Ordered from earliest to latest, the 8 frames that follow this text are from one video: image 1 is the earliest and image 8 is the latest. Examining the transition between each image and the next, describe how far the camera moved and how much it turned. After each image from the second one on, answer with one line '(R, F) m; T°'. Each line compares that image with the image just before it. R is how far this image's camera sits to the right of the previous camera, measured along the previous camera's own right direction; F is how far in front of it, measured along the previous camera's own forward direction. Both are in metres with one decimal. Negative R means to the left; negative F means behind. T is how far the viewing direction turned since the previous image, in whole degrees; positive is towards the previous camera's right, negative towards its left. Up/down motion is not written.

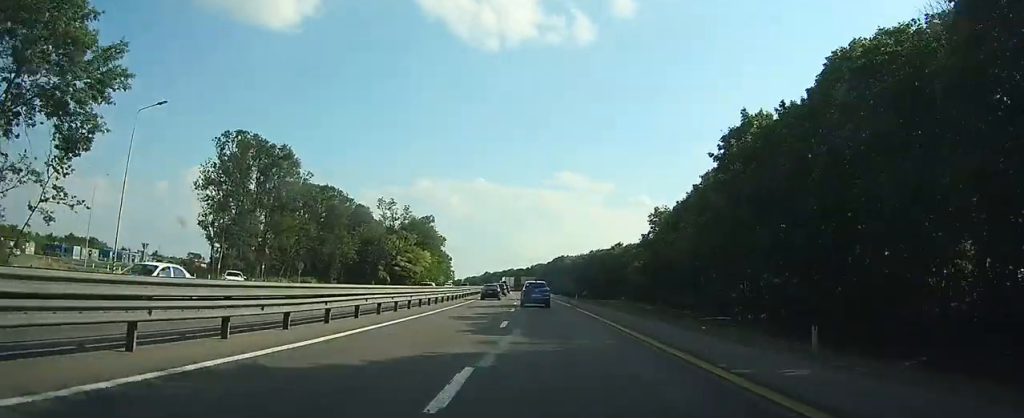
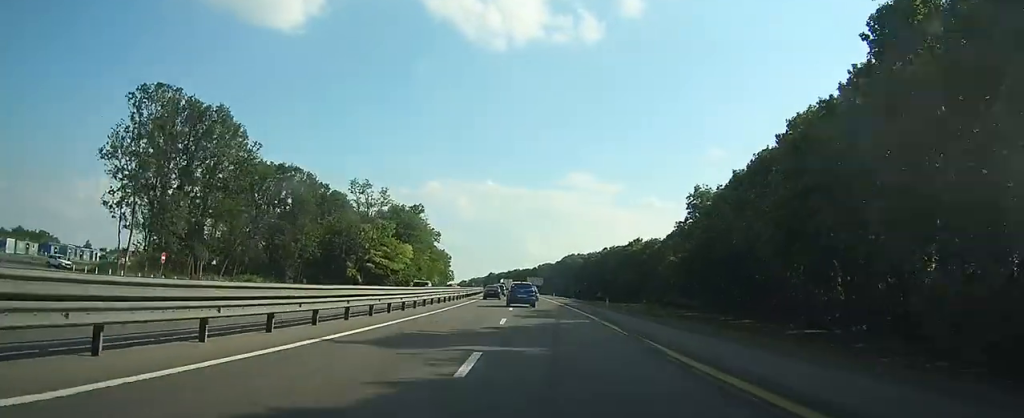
(-0.2, +21.8) m; -1°
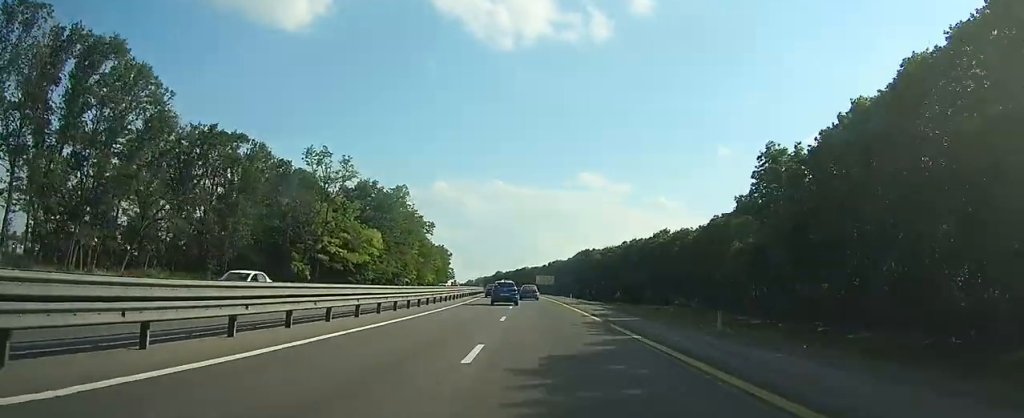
(0.0, +22.8) m; 0°
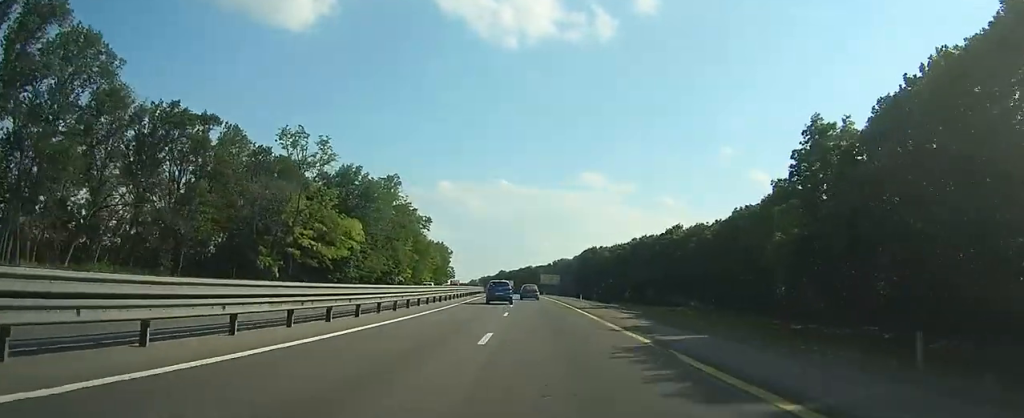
(+0.2, +9.1) m; 0°
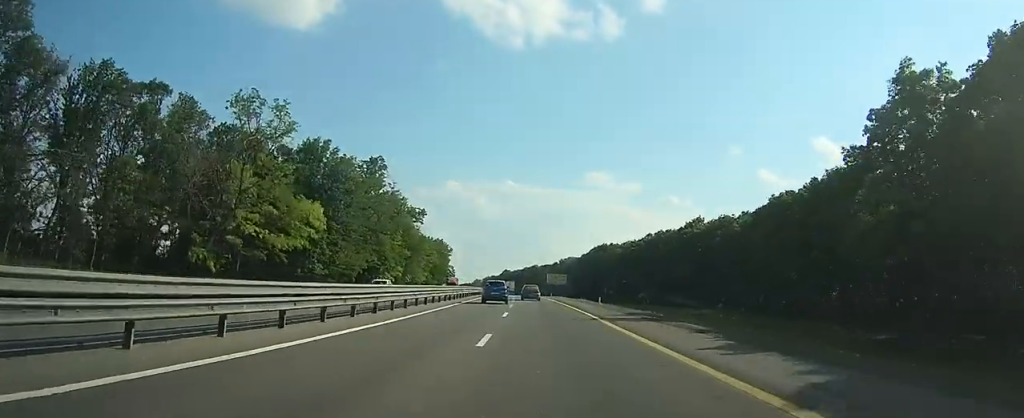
(-0.1, +12.6) m; -1°
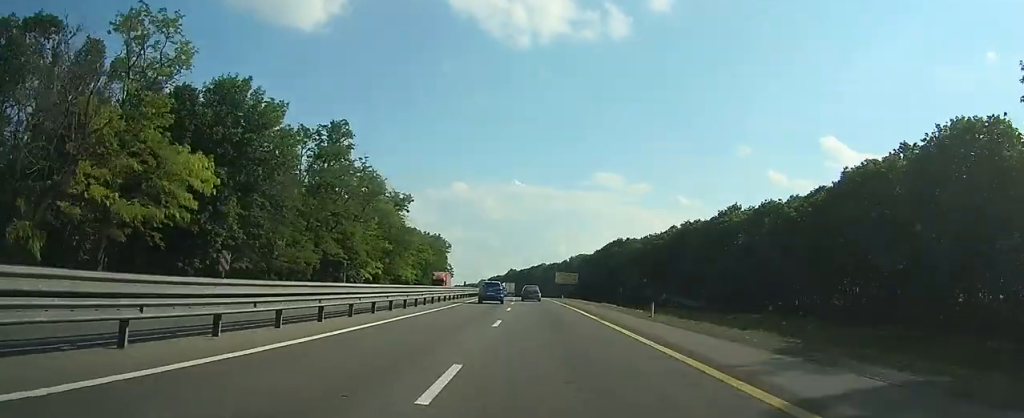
(-0.3, +18.3) m; -1°
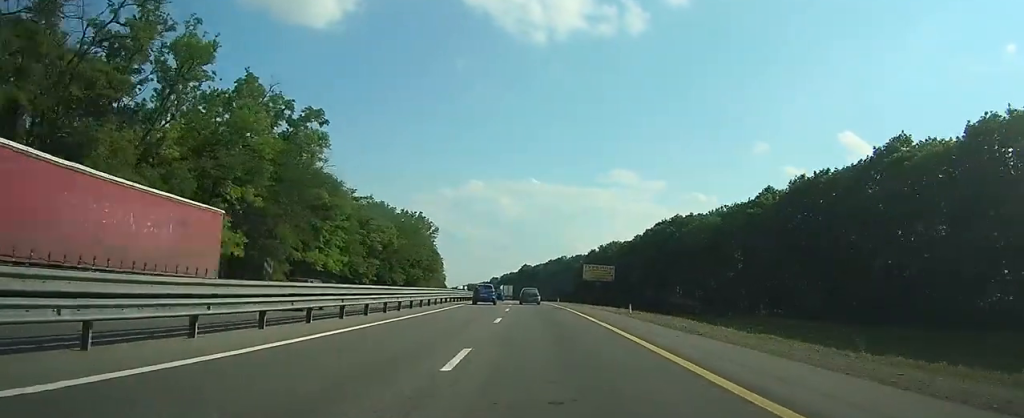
(-0.7, +45.9) m; -2°
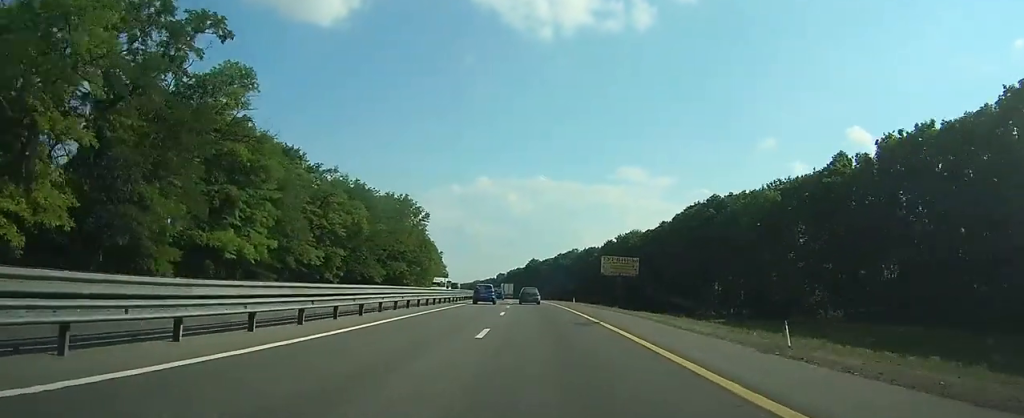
(-0.1, +18.4) m; -1°
